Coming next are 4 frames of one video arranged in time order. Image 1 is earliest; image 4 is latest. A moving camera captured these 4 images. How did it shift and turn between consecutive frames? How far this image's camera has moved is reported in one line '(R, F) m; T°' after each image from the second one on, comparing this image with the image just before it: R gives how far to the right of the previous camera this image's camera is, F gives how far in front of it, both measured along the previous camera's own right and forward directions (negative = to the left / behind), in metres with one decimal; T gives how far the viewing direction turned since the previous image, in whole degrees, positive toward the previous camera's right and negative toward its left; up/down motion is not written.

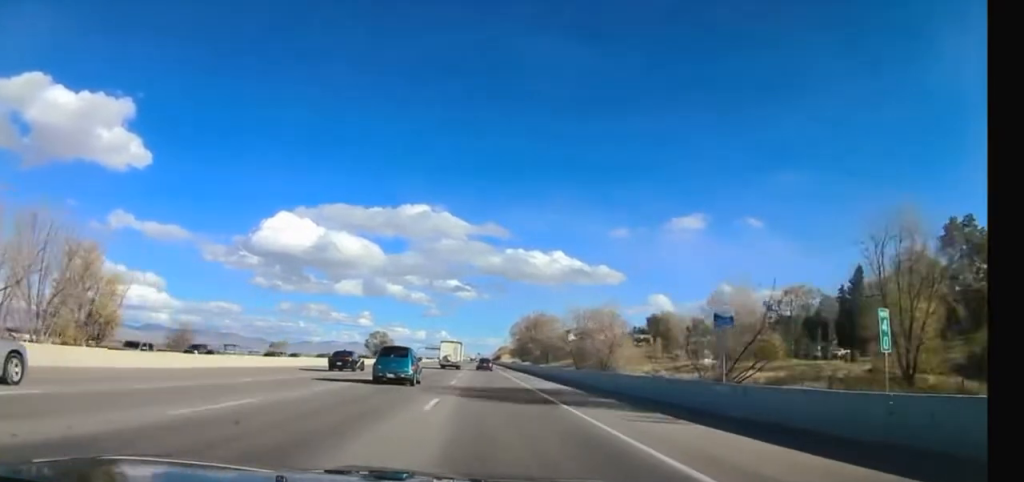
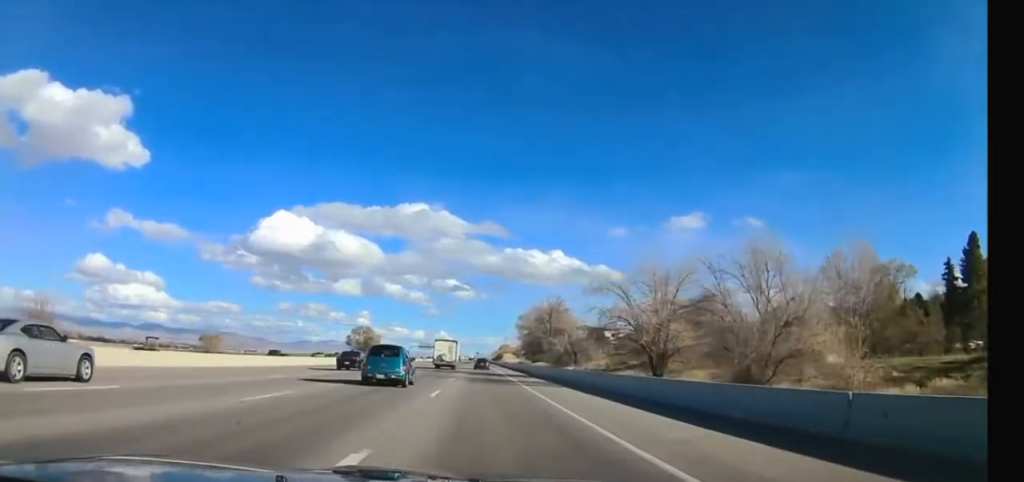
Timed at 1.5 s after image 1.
(+0.2, +42.0) m; 0°
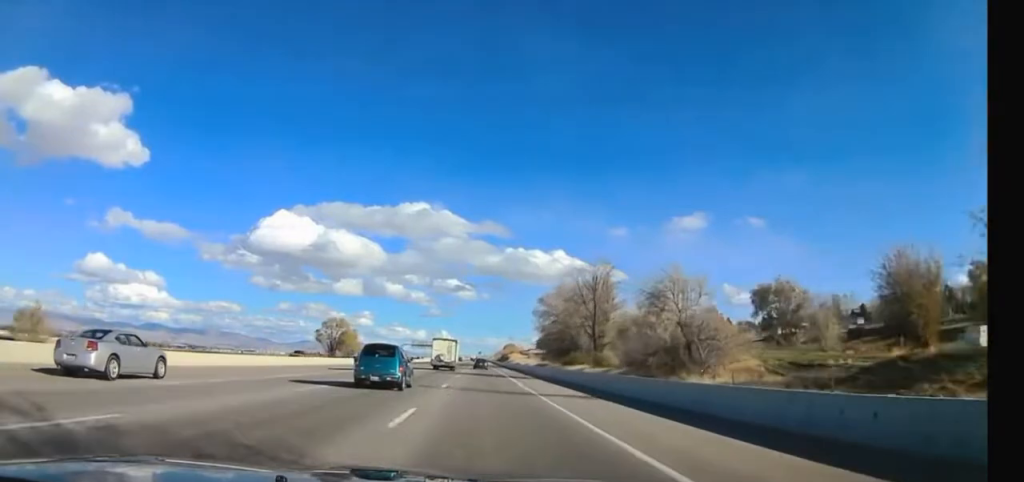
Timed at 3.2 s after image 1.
(-1.3, +52.9) m; -2°
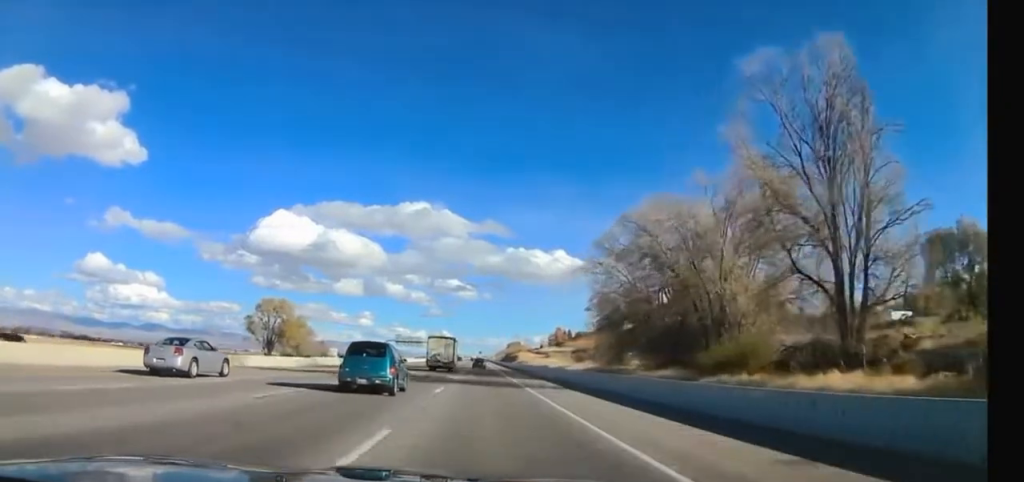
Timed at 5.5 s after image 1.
(+0.6, +68.7) m; +2°
